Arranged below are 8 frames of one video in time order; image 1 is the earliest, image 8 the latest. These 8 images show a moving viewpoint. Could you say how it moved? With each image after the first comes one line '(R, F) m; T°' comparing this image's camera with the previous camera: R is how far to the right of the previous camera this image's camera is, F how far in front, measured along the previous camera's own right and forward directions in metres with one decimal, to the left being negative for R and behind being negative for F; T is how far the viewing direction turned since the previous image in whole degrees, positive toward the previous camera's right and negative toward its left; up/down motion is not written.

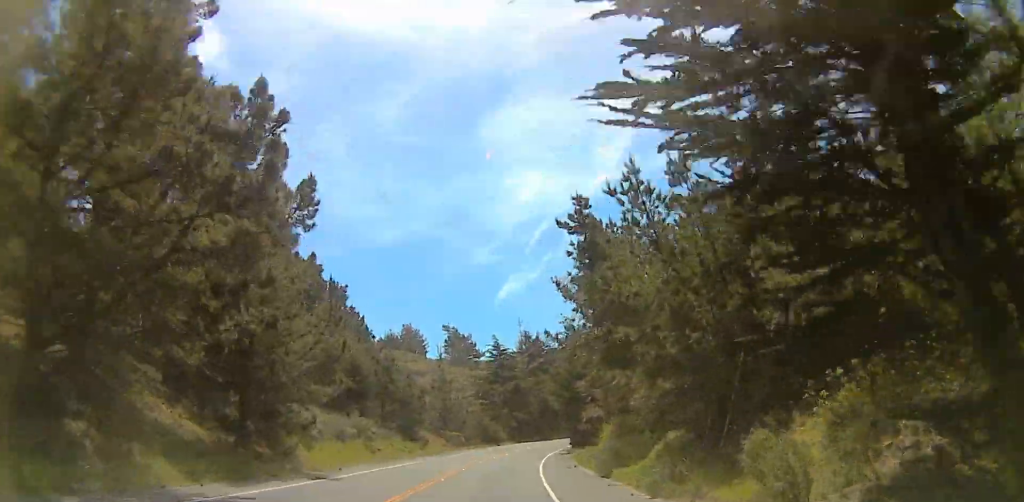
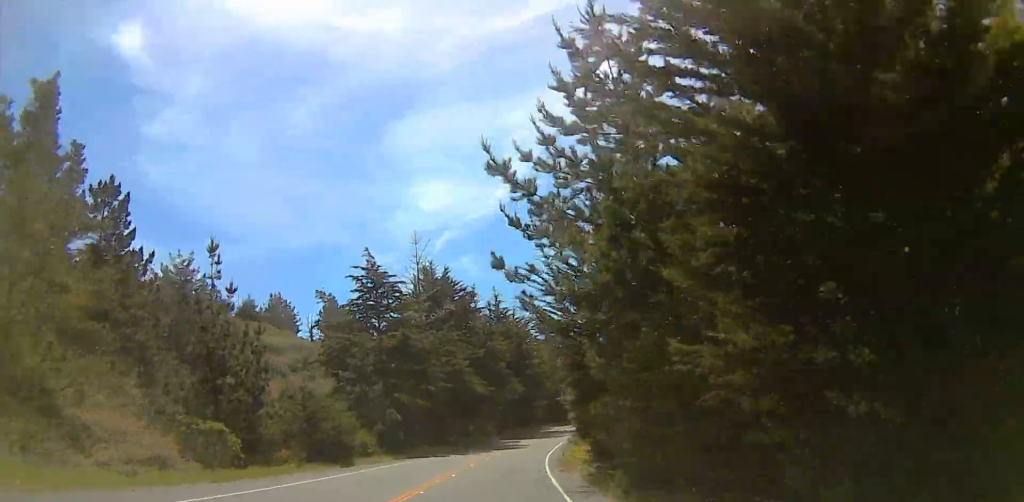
(+2.9, +46.5) m; +9°
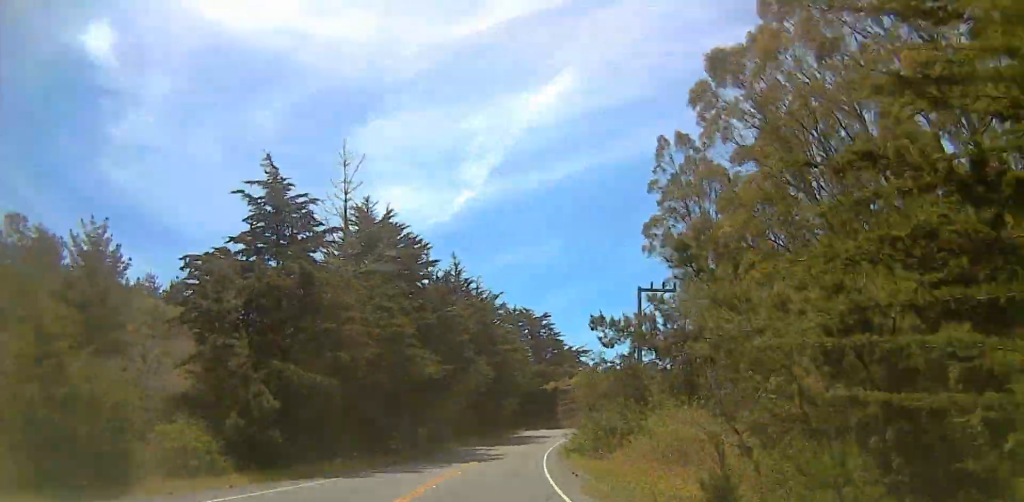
(+0.8, +18.8) m; +2°
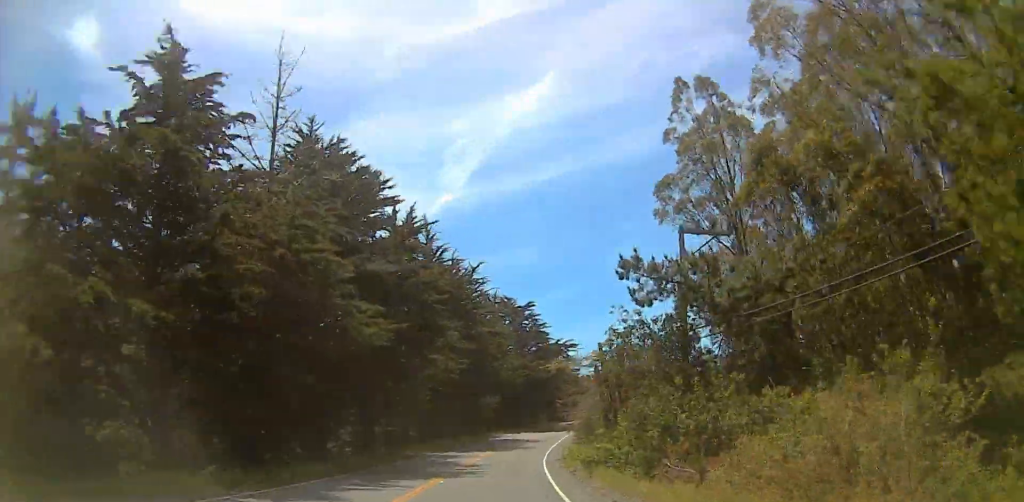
(0.0, +12.7) m; 0°
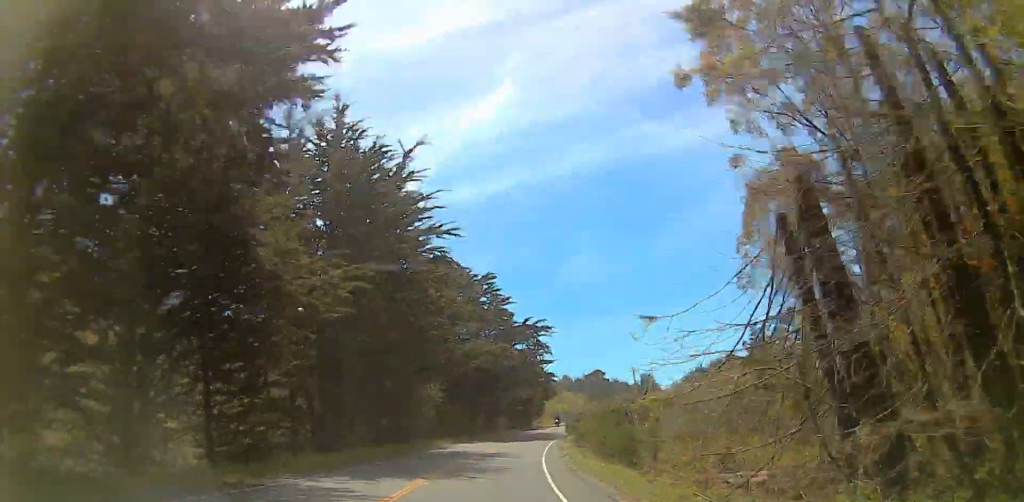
(0.0, +24.1) m; +2°
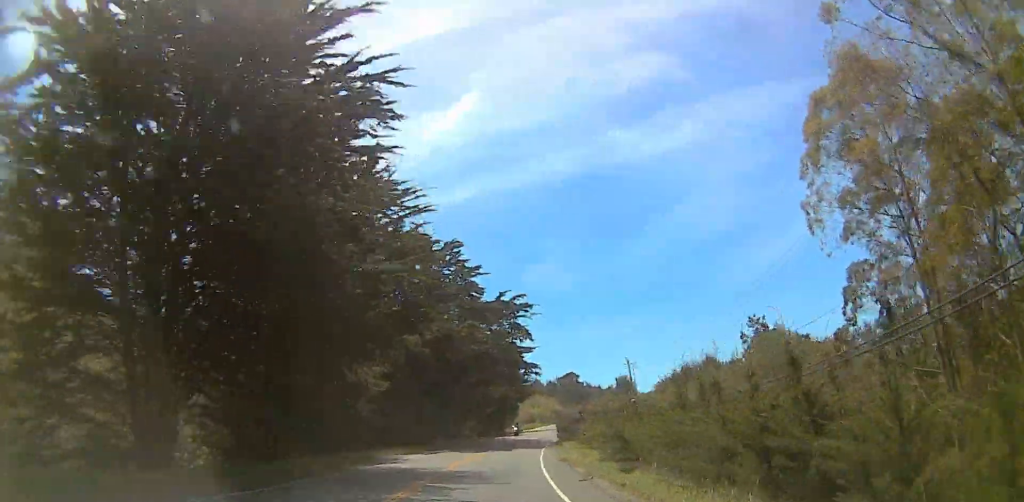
(+0.5, +16.2) m; +5°
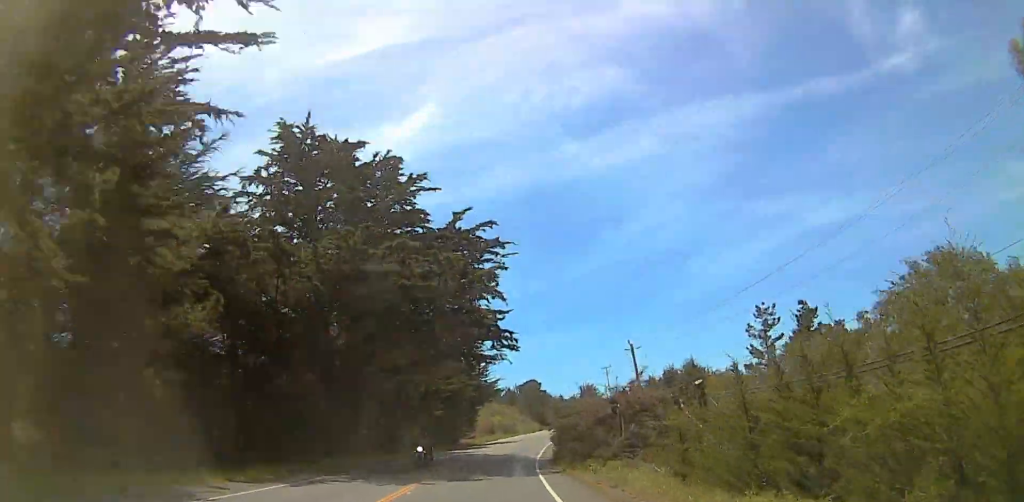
(+1.5, +22.5) m; +7°
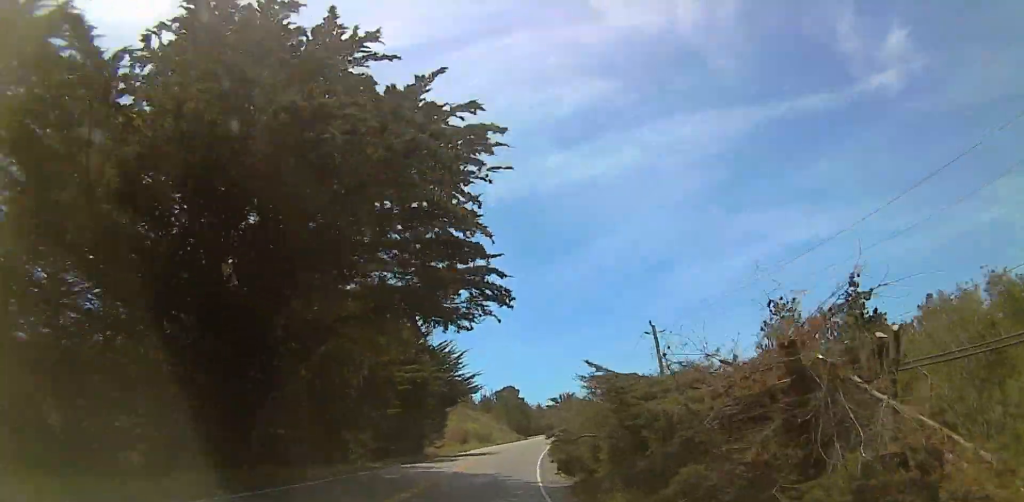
(+0.6, +14.5) m; +4°
